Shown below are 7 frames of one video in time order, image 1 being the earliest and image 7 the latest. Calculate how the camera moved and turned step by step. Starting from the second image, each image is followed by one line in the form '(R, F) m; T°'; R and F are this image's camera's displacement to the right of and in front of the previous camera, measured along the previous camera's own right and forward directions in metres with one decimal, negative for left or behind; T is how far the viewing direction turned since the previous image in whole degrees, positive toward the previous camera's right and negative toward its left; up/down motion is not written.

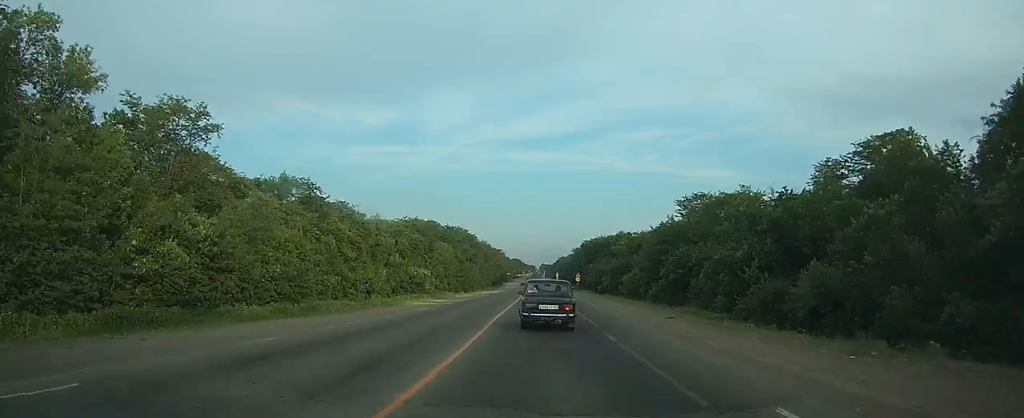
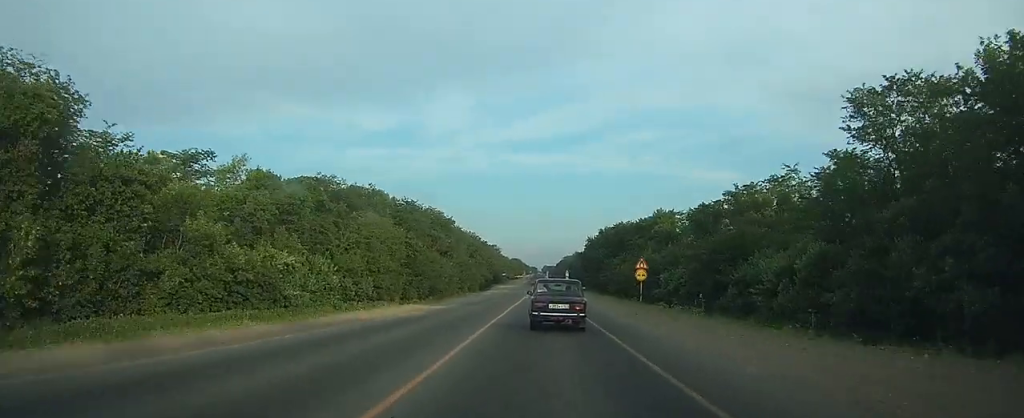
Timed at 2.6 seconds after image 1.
(-0.3, +55.9) m; 0°
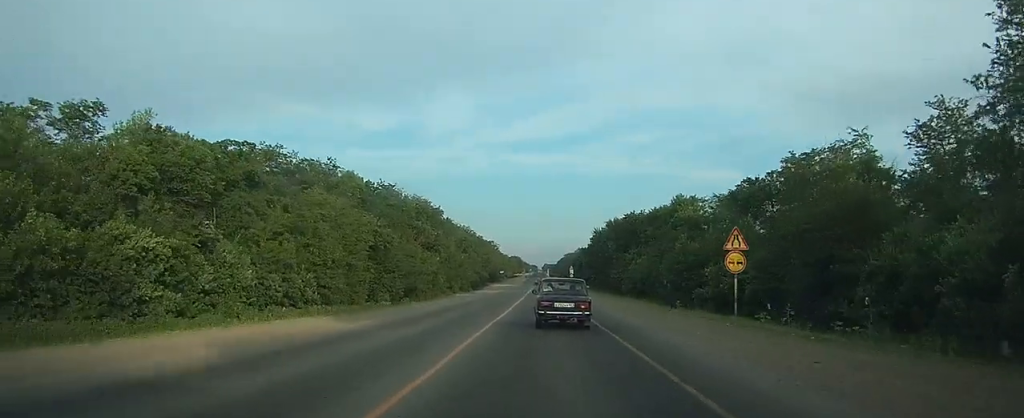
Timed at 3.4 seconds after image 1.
(+0.1, +17.8) m; 0°
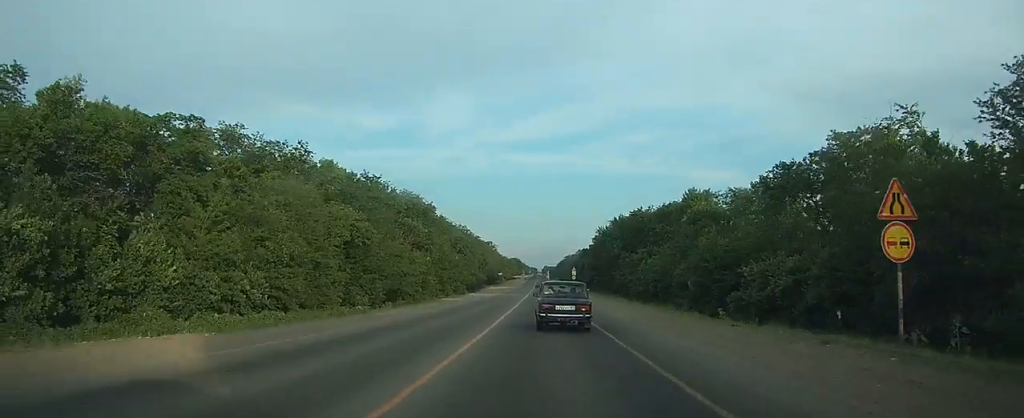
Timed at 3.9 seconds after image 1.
(0.0, +9.2) m; 0°
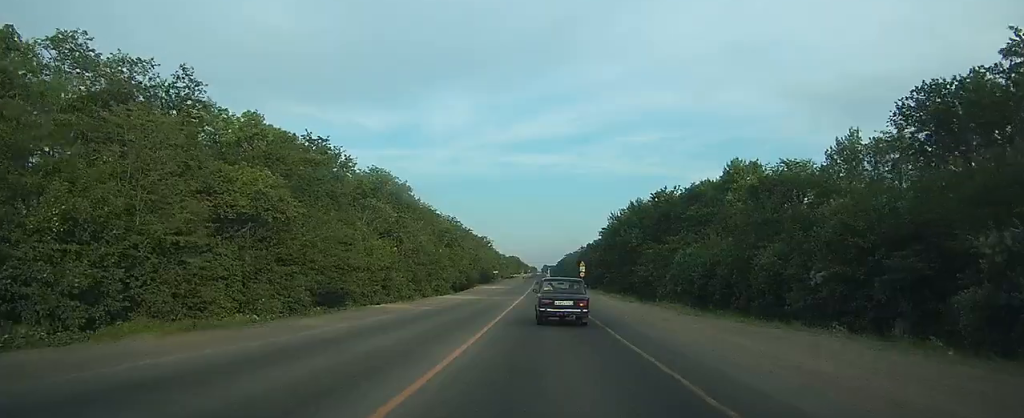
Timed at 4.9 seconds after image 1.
(0.0, +22.6) m; 0°
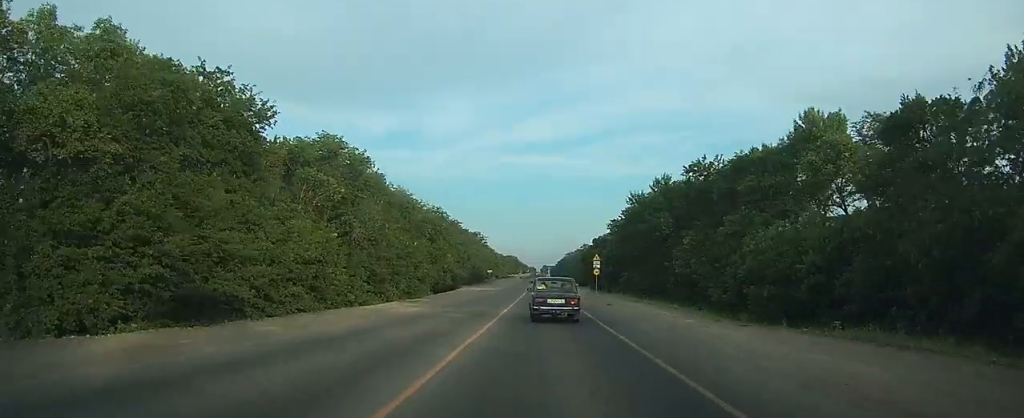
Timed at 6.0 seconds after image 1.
(0.0, +22.5) m; 0°
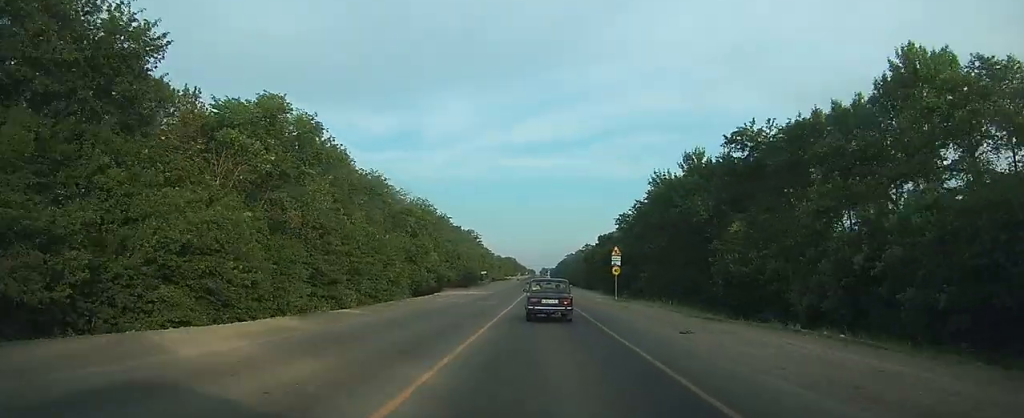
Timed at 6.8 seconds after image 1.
(0.0, +16.8) m; 0°
